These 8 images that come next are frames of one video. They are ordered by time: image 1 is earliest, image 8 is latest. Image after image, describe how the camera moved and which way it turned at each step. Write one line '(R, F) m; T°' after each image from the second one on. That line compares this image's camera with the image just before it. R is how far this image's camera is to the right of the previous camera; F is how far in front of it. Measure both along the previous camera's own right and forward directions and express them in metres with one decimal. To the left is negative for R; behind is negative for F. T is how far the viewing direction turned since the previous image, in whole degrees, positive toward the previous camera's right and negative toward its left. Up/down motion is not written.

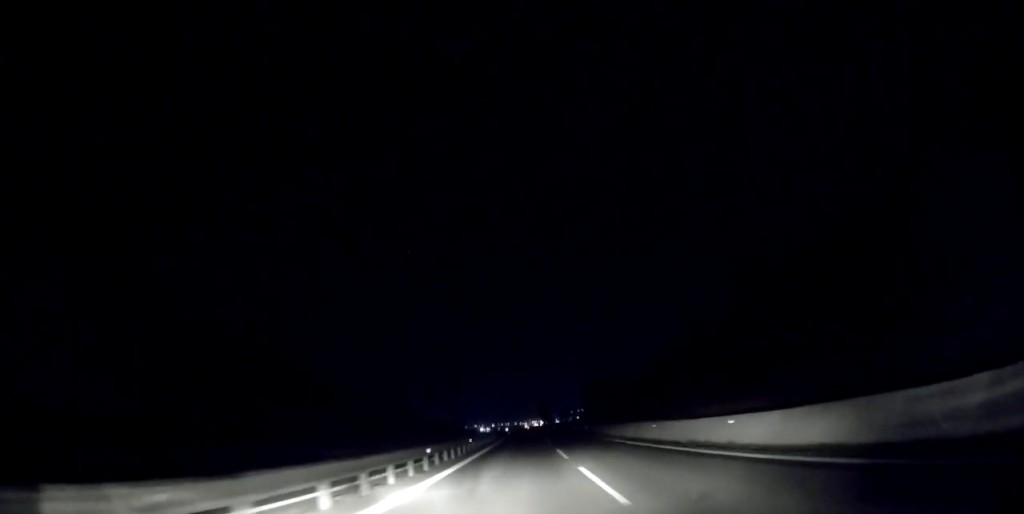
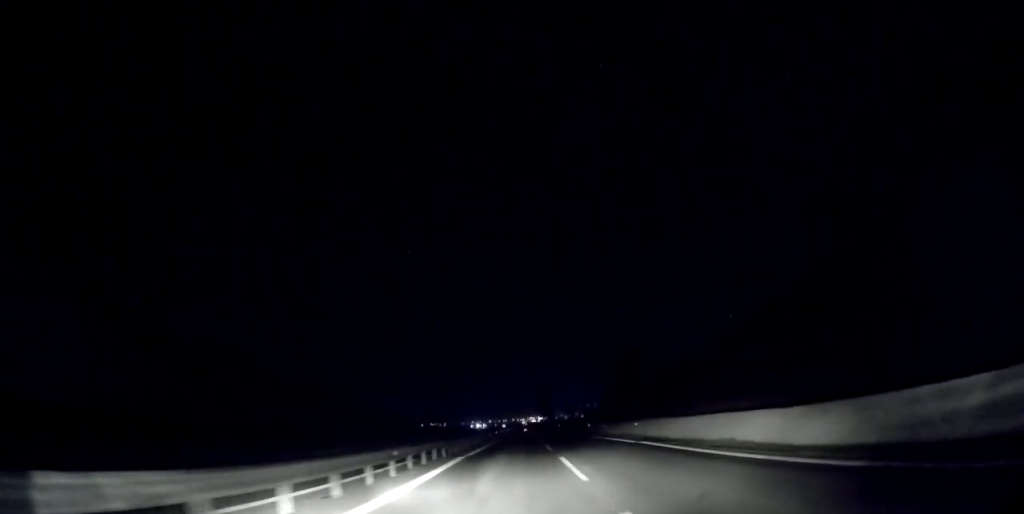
(+0.4, +32.4) m; 0°
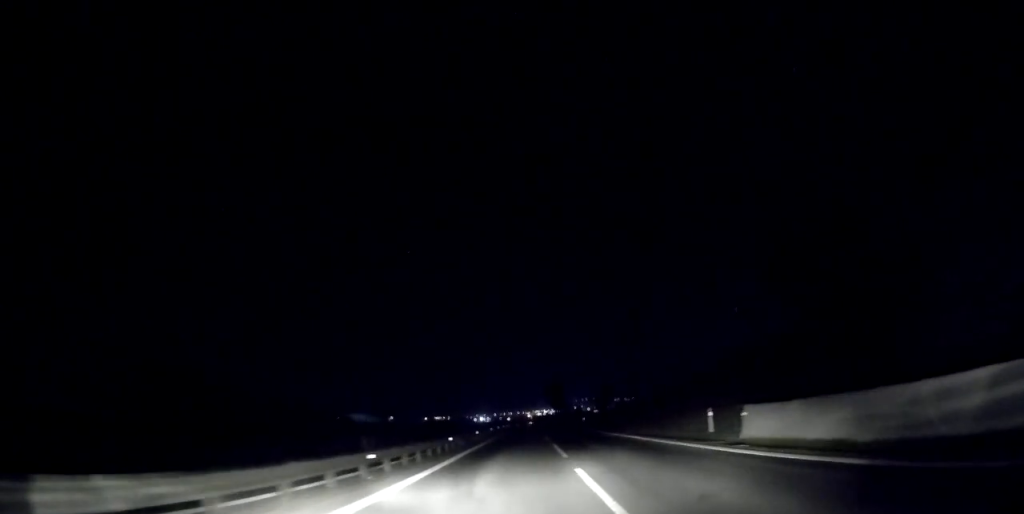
(-0.6, +41.5) m; -2°
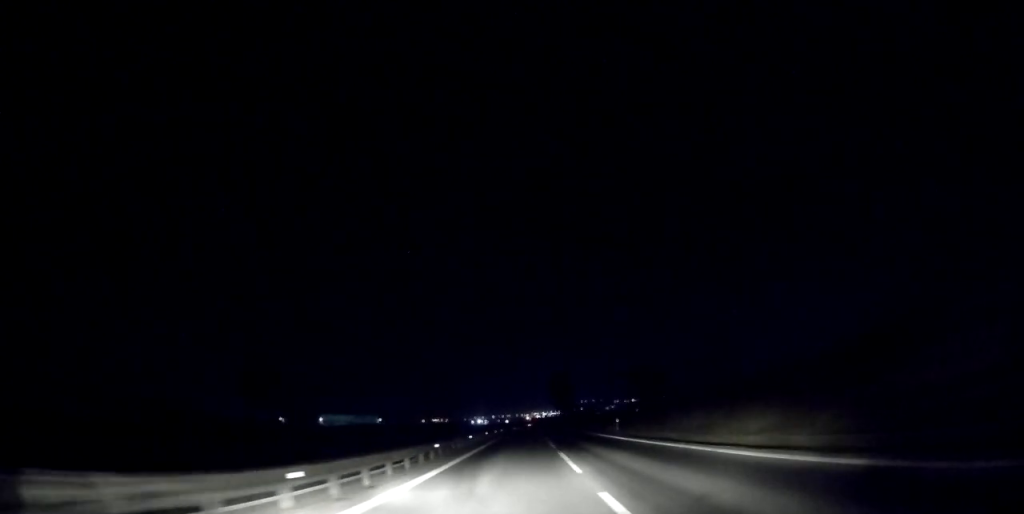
(0.0, +28.1) m; +1°
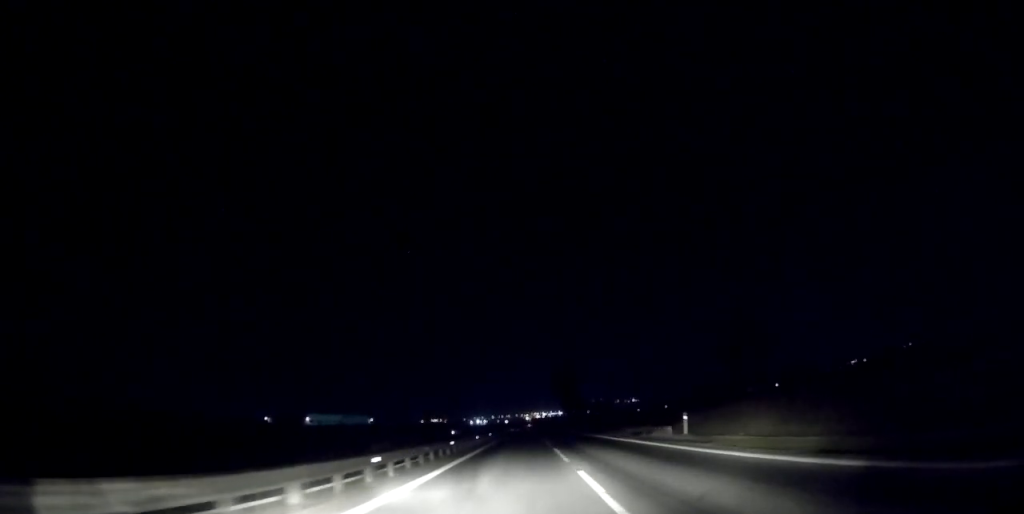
(+0.3, +19.8) m; +1°
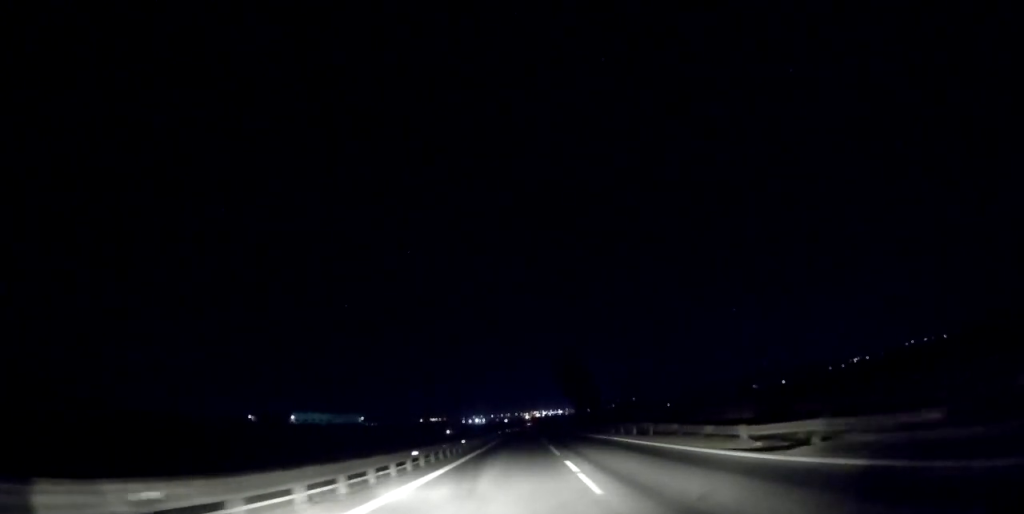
(+0.1, +19.8) m; 0°
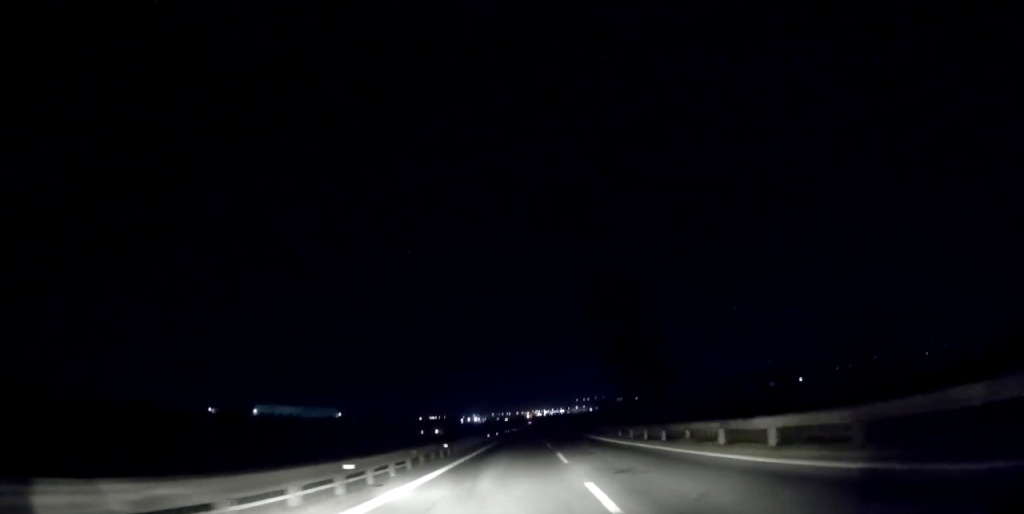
(-0.6, +42.1) m; -1°
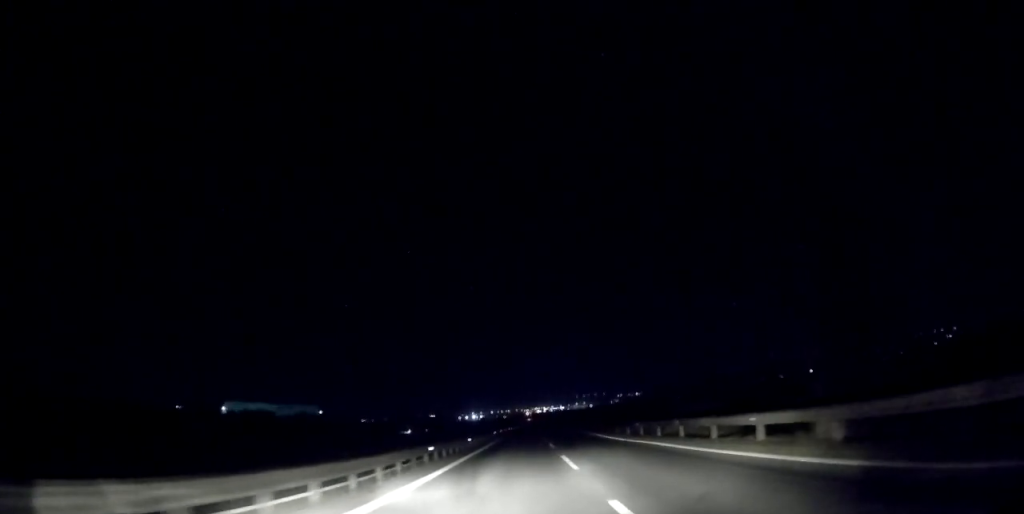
(+0.2, +27.4) m; +1°
